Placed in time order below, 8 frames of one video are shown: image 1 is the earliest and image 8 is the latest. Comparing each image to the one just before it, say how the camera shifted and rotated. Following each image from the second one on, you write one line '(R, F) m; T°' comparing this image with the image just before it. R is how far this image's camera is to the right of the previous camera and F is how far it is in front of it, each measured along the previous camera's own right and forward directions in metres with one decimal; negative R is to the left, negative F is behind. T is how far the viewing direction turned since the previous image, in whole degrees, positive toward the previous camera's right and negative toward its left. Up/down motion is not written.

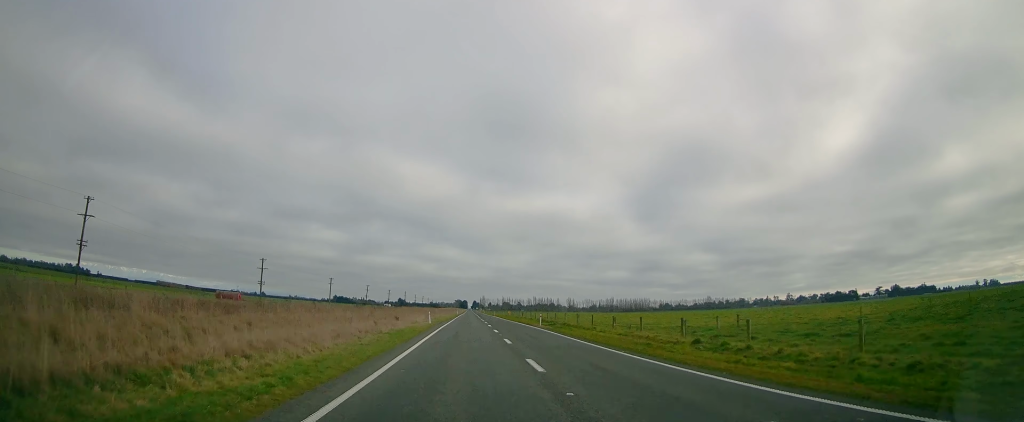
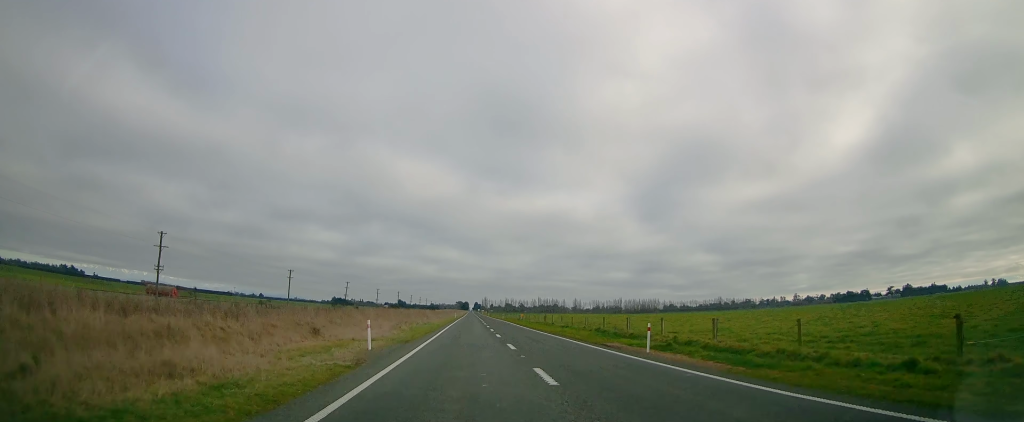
(-0.3, +31.6) m; 0°
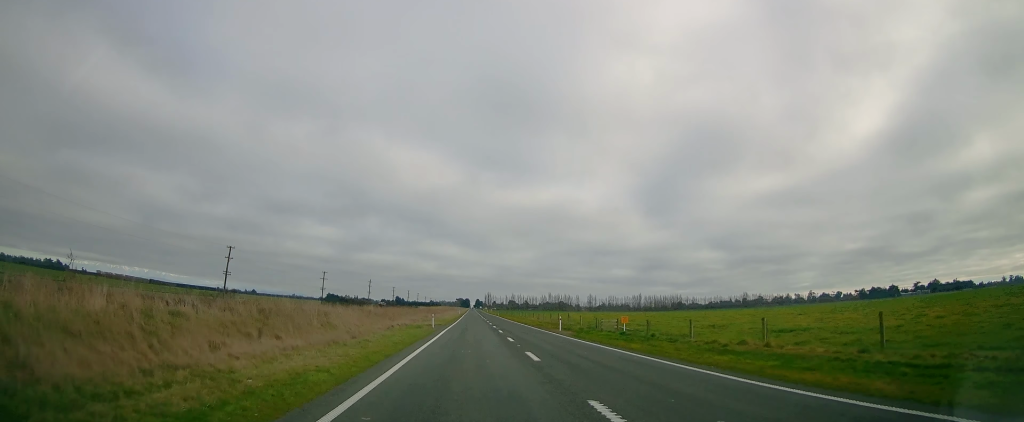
(-0.9, +75.5) m; -1°
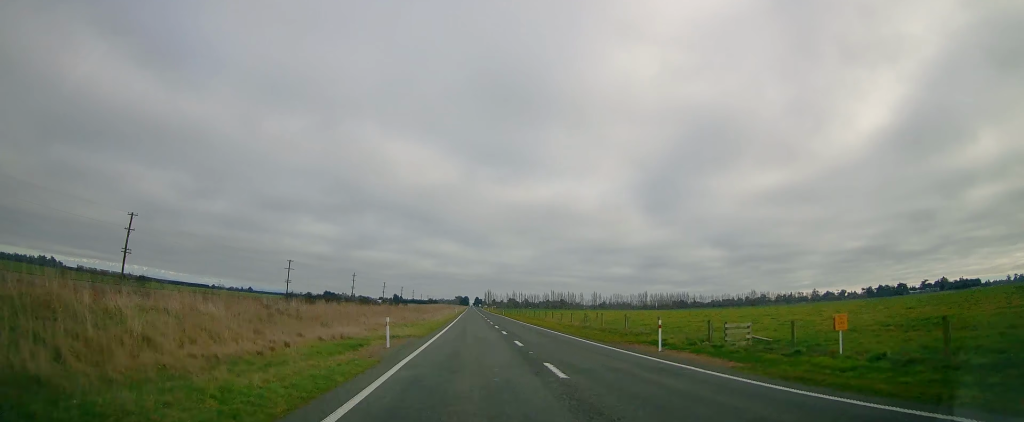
(+0.3, +23.9) m; +1°
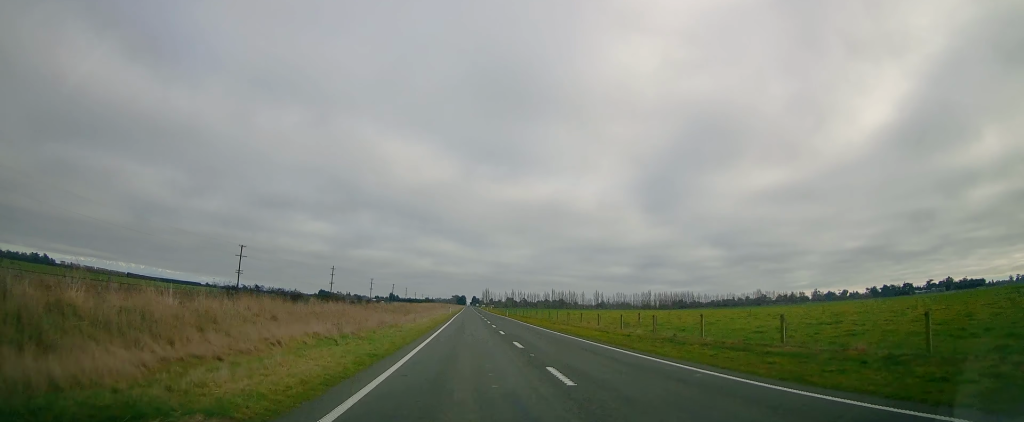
(+0.3, +21.1) m; +1°
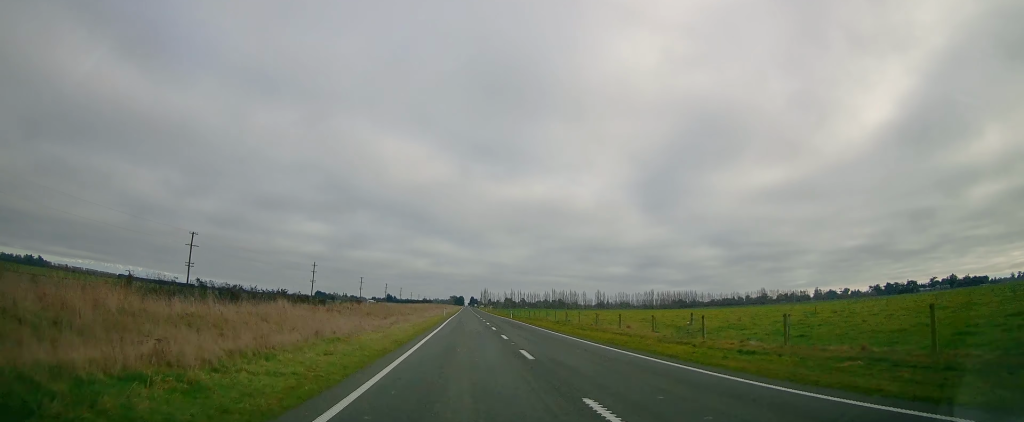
(0.0, +14.6) m; 0°
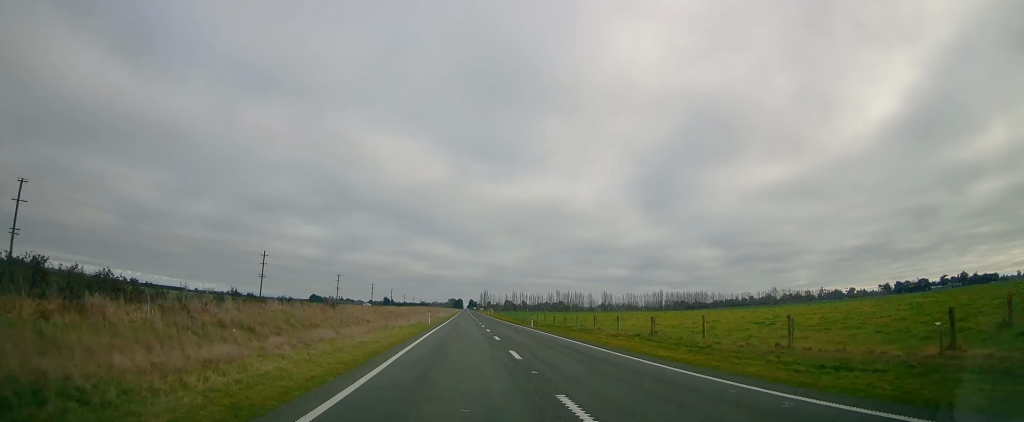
(0.0, +29.3) m; 0°
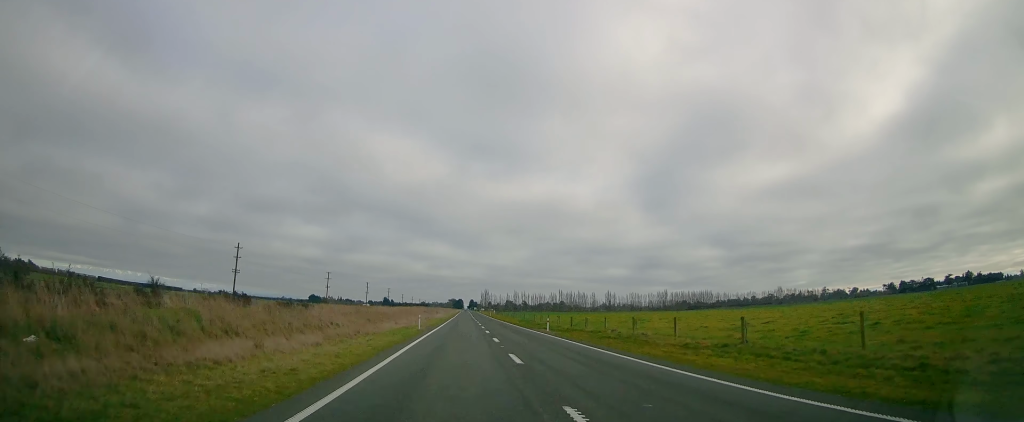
(0.0, +11.0) m; -1°
